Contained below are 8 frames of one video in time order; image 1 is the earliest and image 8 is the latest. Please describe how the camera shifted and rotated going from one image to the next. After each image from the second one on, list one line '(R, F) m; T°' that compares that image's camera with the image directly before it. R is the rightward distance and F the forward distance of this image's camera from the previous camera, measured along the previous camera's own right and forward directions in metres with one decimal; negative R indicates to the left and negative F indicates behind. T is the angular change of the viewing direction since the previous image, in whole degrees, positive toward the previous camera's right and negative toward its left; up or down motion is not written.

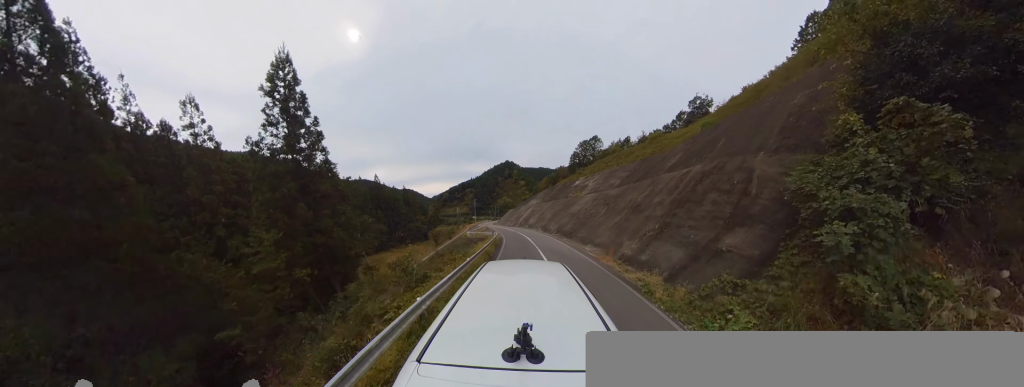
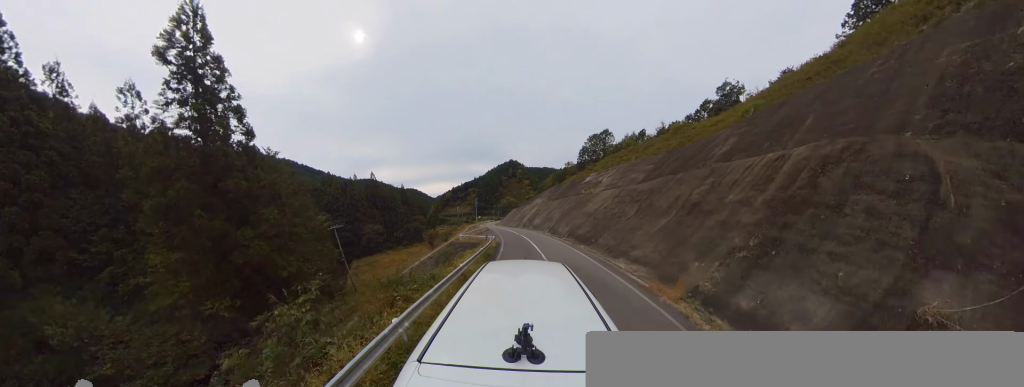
(-0.1, +5.0) m; -2°
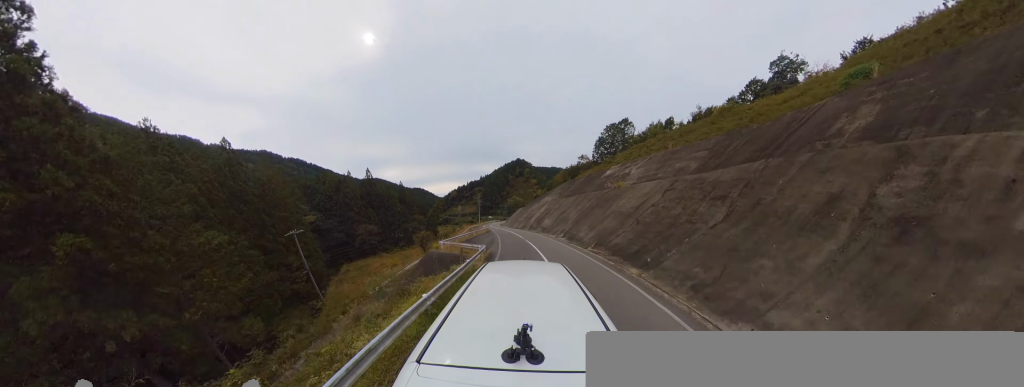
(-0.2, +7.0) m; -3°
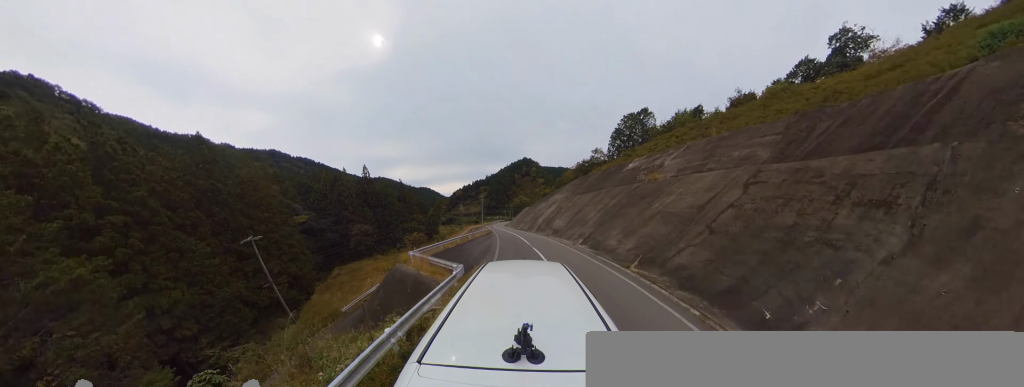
(0.0, +5.3) m; -2°
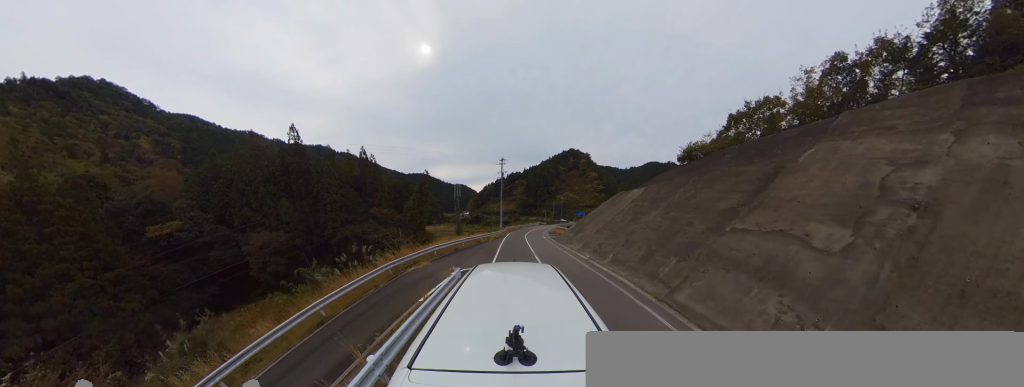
(-6.4, +38.9) m; -14°
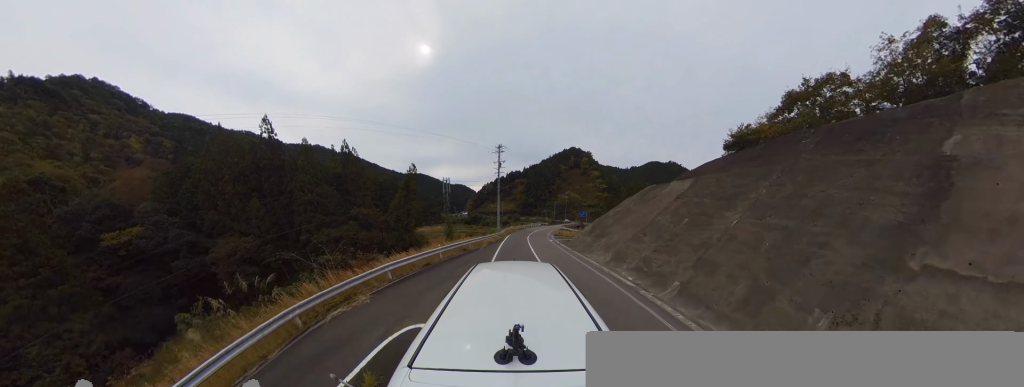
(0.0, +5.1) m; +1°
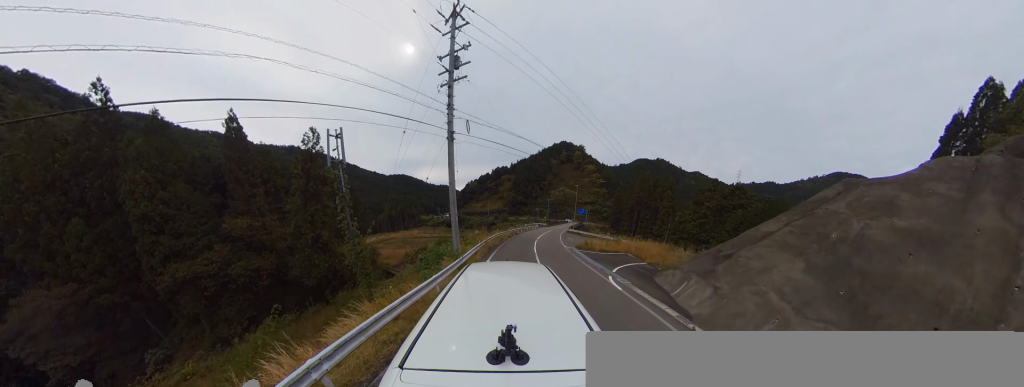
(+0.8, +16.9) m; +11°
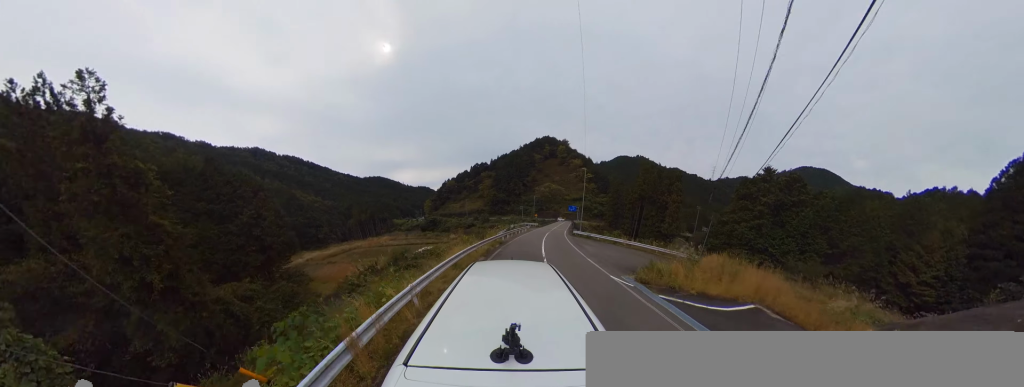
(+1.5, +12.7) m; +6°
